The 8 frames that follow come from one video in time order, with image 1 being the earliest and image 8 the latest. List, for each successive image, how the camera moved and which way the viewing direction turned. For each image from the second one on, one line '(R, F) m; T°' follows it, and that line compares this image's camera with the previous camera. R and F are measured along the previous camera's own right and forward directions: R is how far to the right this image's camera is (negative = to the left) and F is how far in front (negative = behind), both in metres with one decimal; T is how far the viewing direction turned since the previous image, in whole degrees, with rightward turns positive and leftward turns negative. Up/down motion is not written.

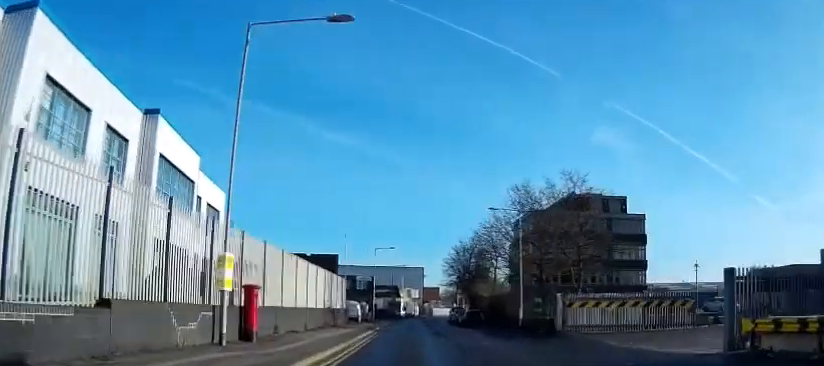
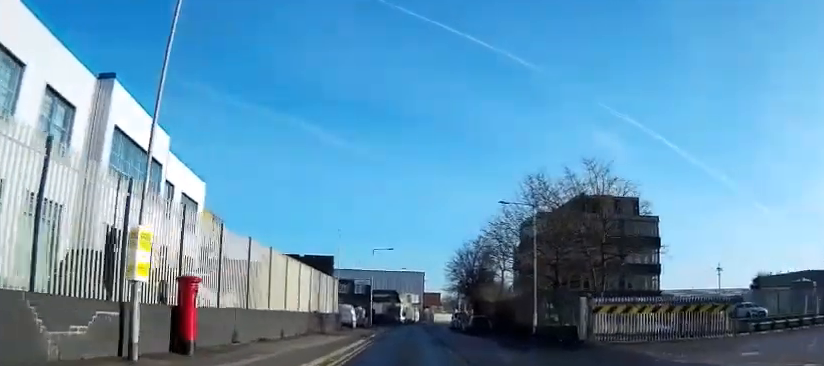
(0.0, +4.5) m; 0°
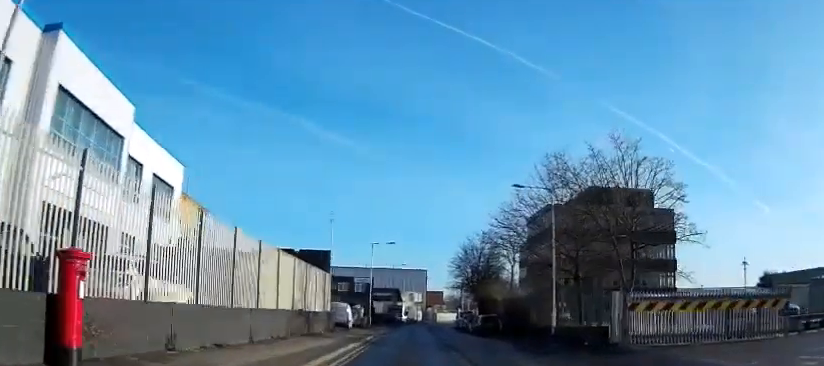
(0.0, +4.5) m; 0°
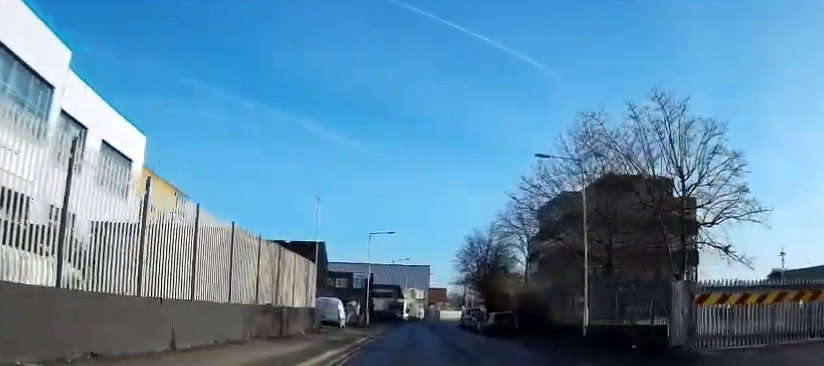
(0.0, +5.8) m; 0°
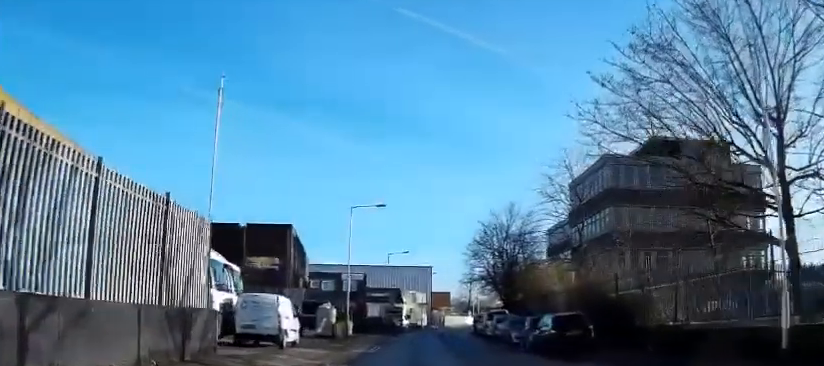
(0.0, +15.8) m; 0°
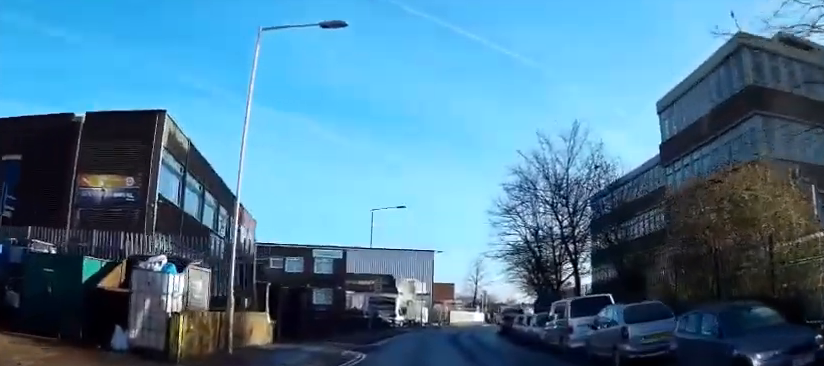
(0.0, +24.0) m; 0°
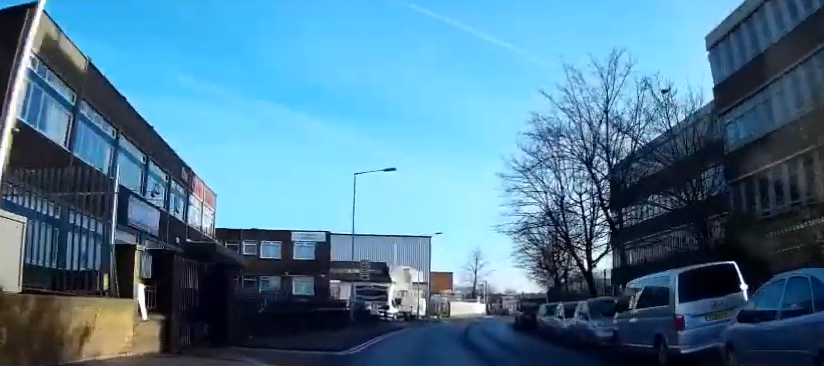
(0.0, +9.0) m; +2°
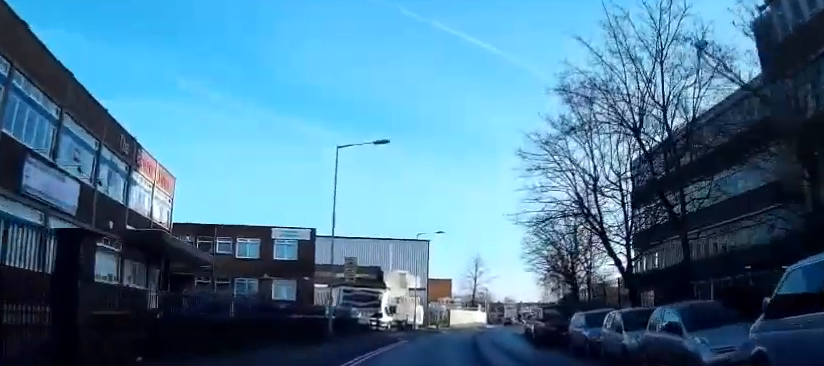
(0.0, +7.1) m; +2°
